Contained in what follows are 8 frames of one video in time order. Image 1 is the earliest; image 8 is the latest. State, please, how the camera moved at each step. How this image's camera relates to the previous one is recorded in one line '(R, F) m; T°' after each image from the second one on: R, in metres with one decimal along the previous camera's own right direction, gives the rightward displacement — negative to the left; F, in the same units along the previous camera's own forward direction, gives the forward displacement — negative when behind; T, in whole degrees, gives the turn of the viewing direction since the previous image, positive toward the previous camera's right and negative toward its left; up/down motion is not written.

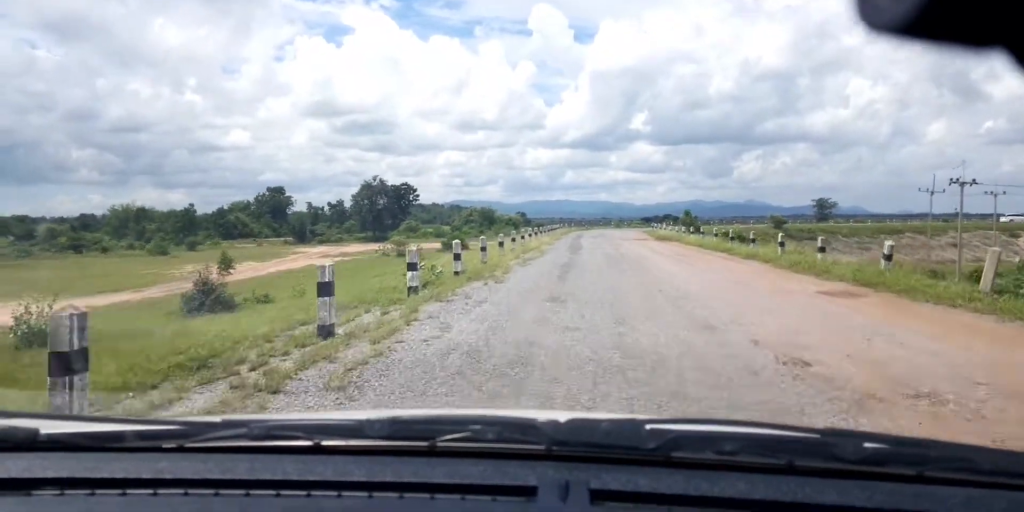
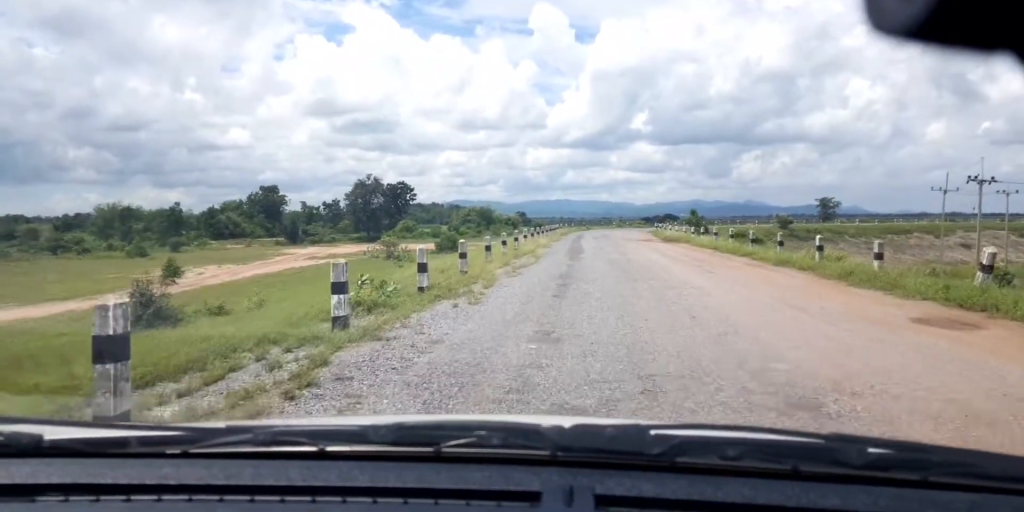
(0.0, +3.4) m; +2°
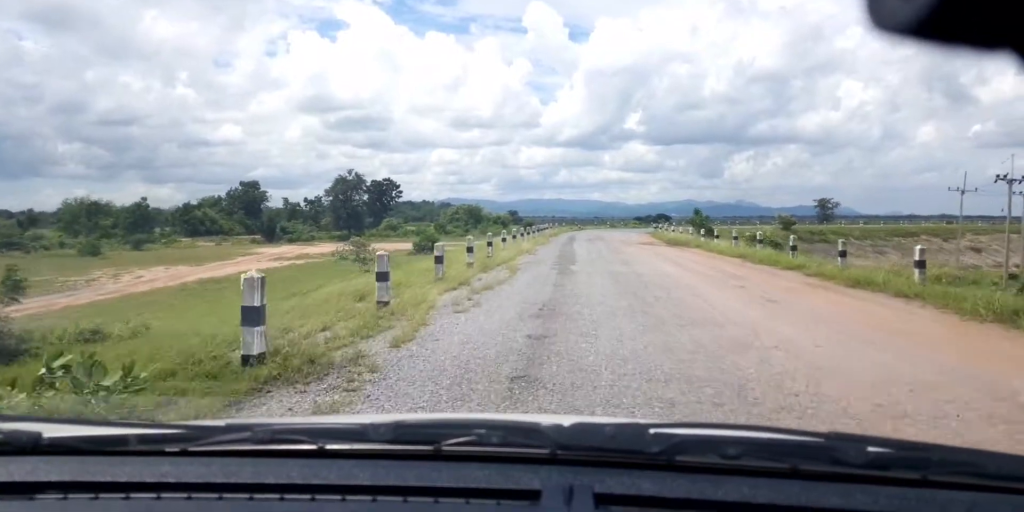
(+0.2, +5.8) m; +3°
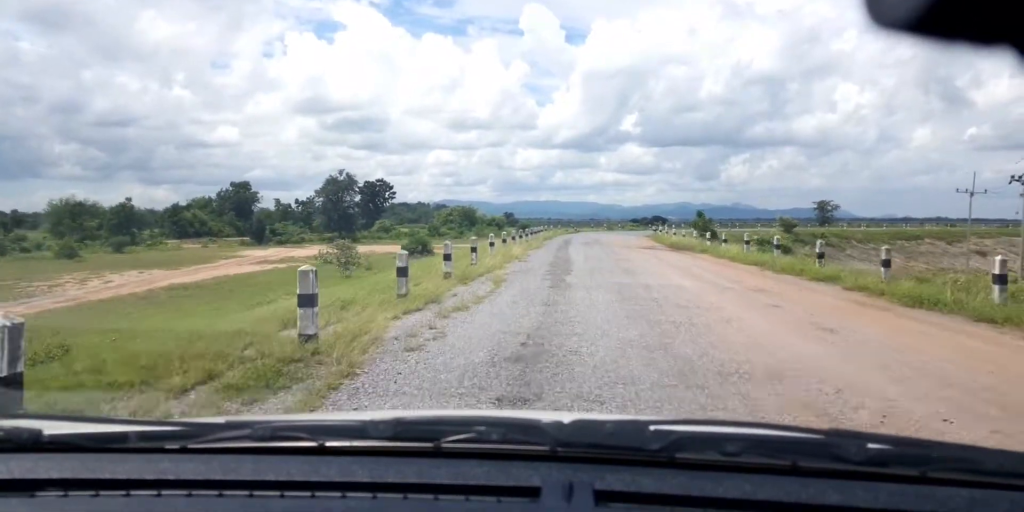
(+0.1, +2.7) m; 0°
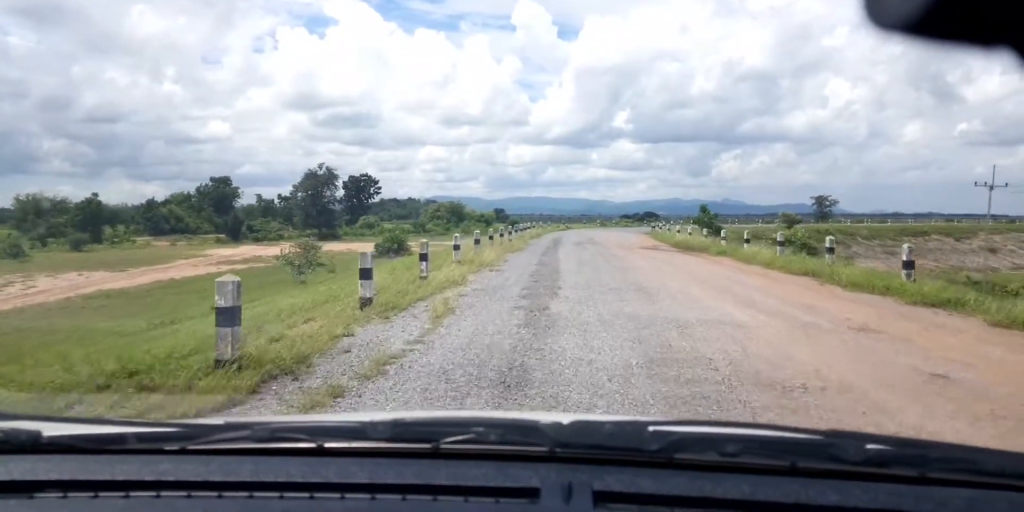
(-0.1, +5.8) m; -1°
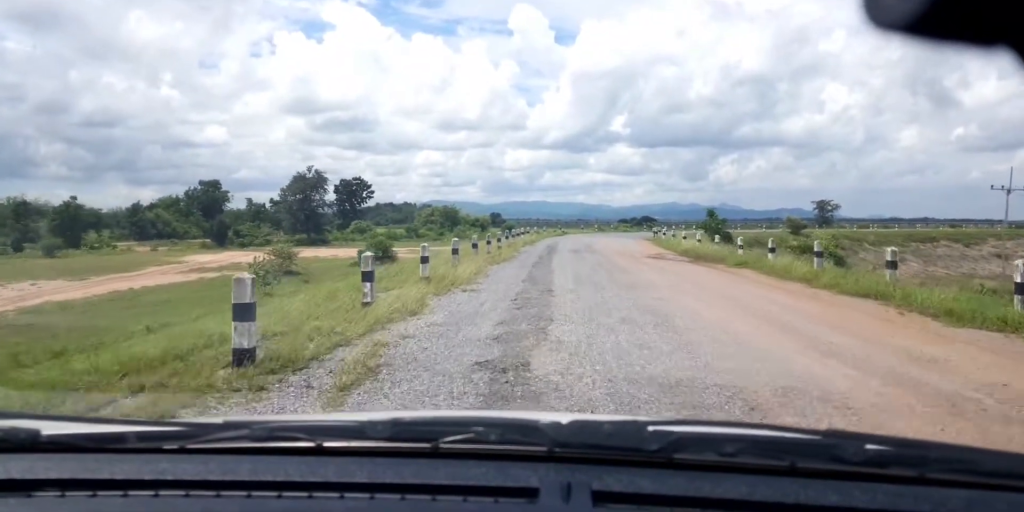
(0.0, +3.9) m; 0°
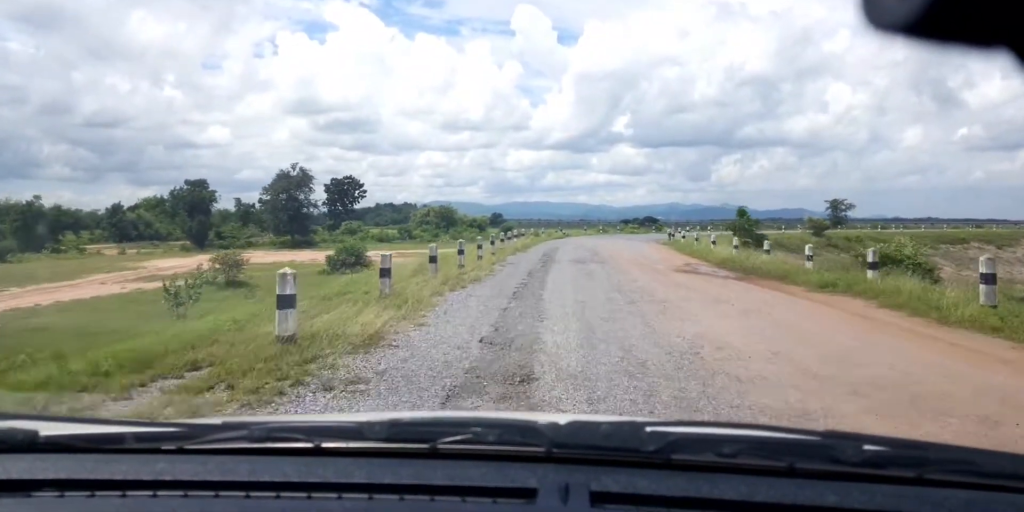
(0.0, +7.1) m; 0°
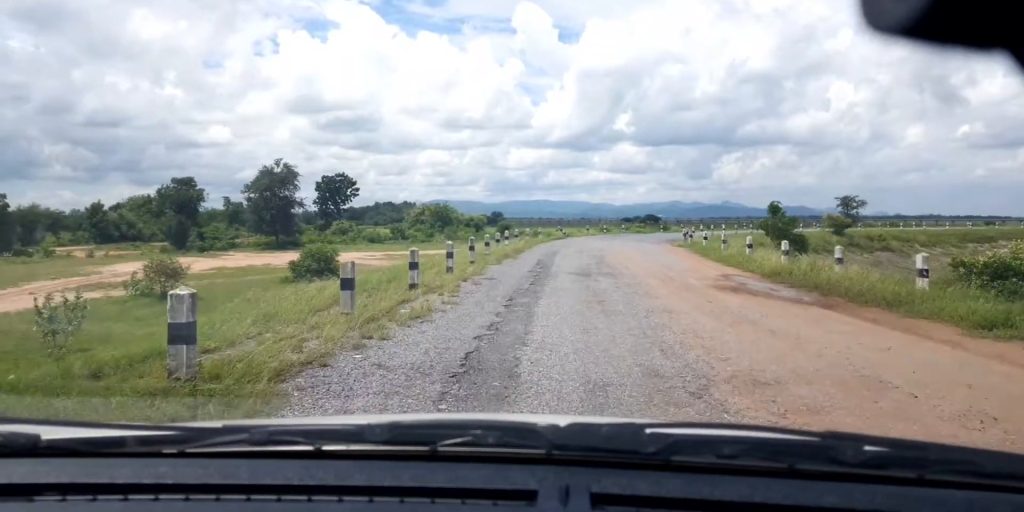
(0.0, +6.1) m; 0°
